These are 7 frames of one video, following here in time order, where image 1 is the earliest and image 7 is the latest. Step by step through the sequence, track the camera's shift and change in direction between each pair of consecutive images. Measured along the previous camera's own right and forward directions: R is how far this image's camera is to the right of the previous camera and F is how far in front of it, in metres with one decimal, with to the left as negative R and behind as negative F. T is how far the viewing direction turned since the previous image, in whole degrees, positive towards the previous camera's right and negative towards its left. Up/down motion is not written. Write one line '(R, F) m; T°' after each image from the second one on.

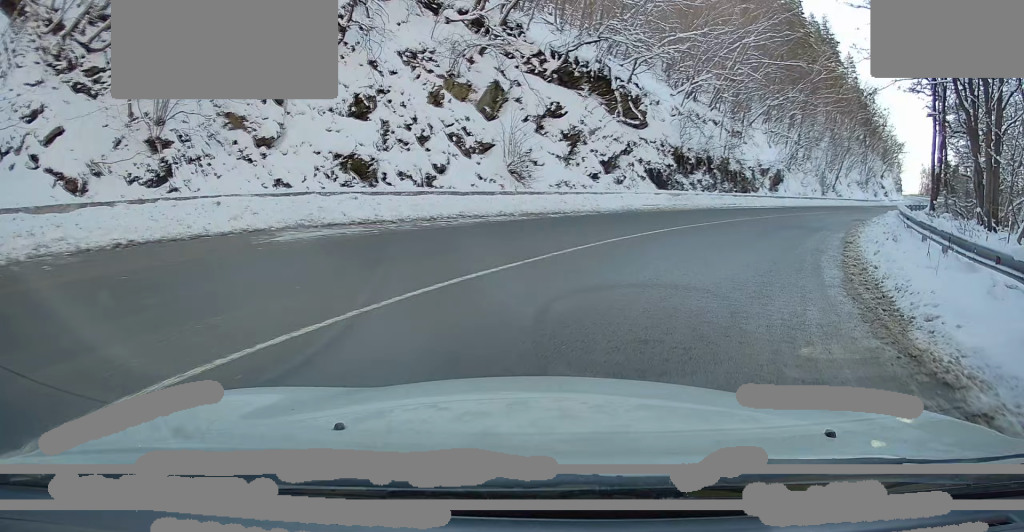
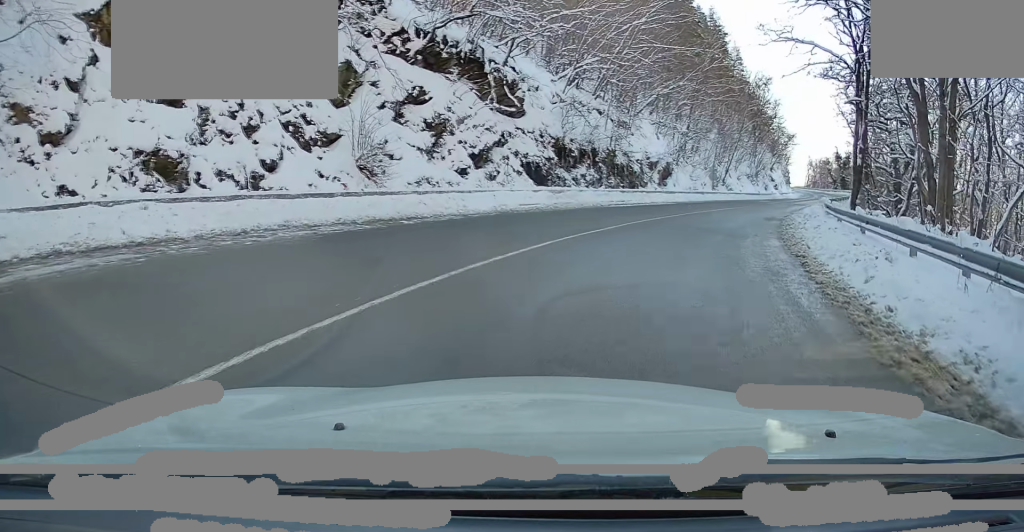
(+0.3, +4.6) m; +5°
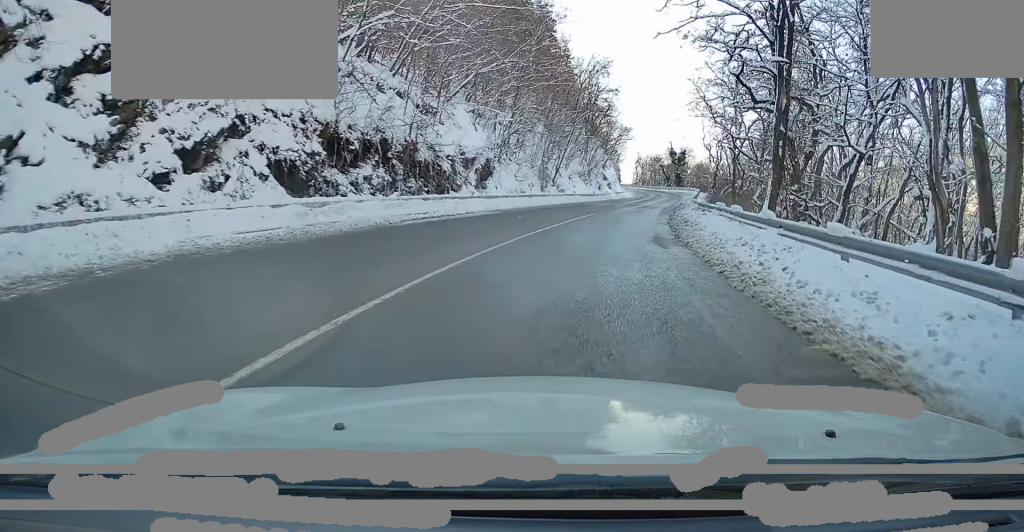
(+1.1, +11.0) m; +11°
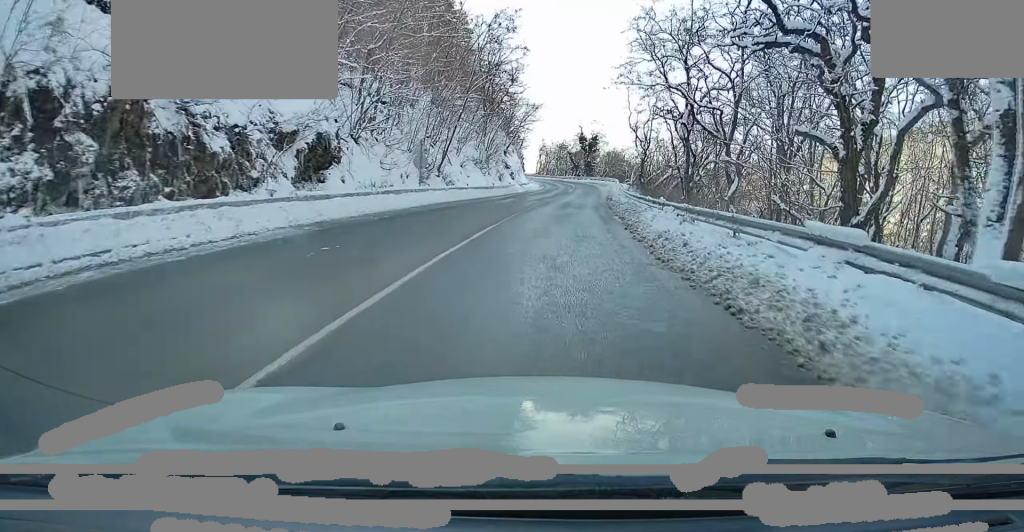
(+1.6, +15.2) m; +9°
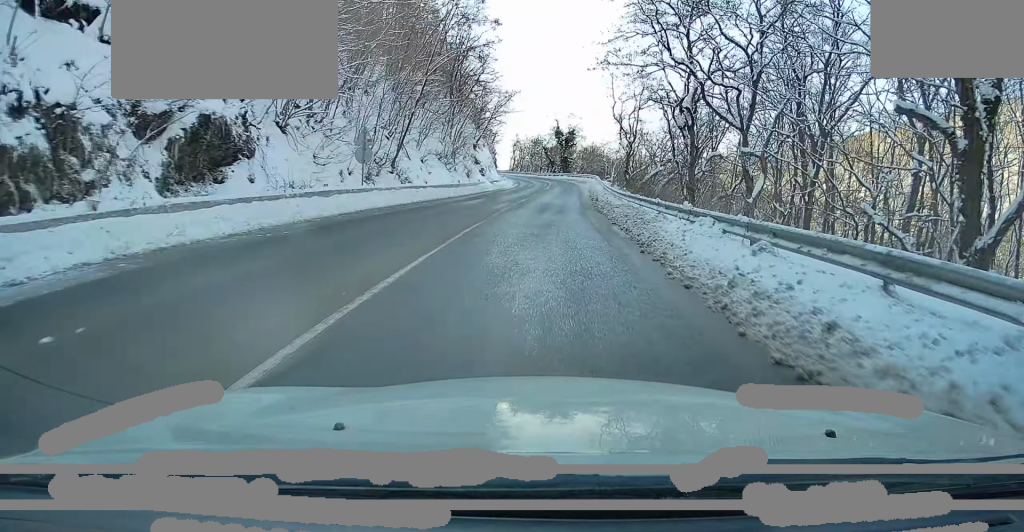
(+0.2, +7.1) m; +2°
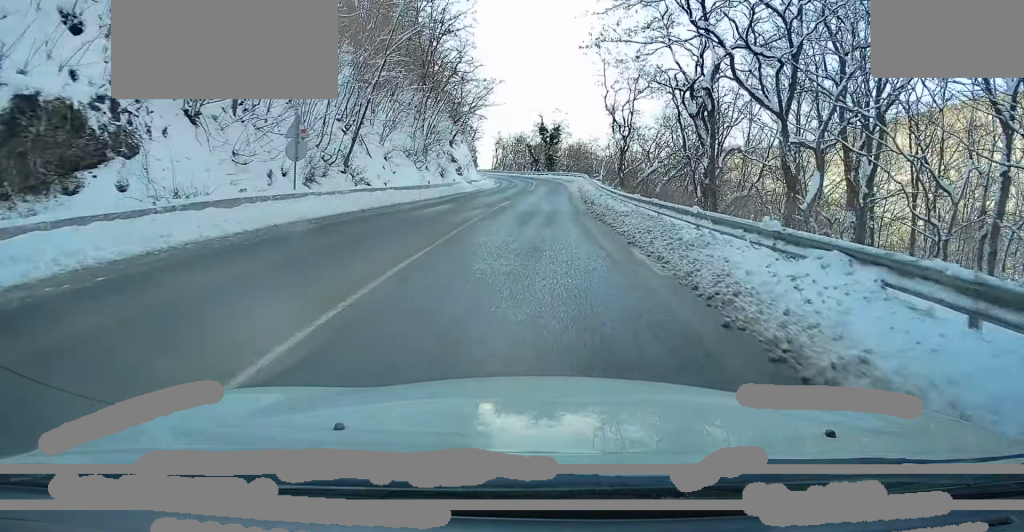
(0.0, +6.4) m; +2°
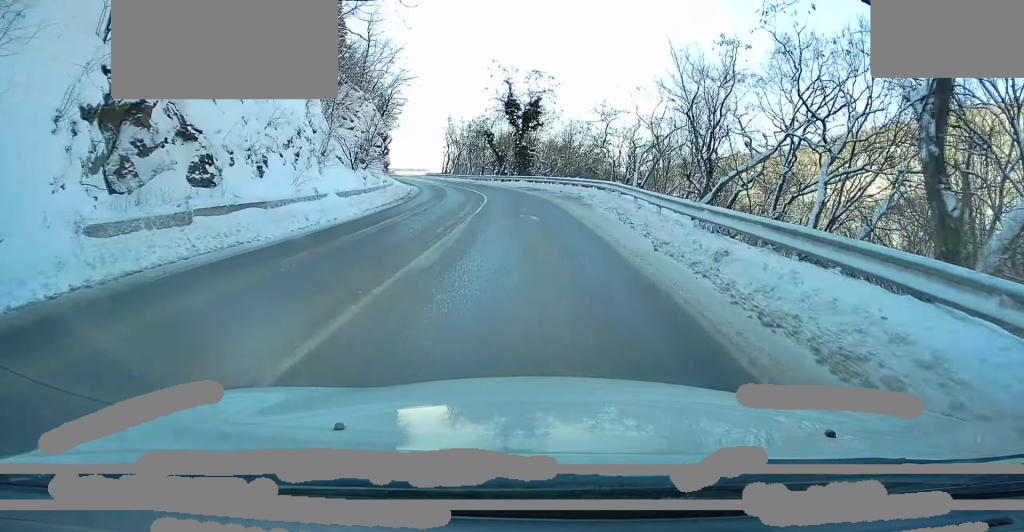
(+3.1, +42.1) m; +7°
